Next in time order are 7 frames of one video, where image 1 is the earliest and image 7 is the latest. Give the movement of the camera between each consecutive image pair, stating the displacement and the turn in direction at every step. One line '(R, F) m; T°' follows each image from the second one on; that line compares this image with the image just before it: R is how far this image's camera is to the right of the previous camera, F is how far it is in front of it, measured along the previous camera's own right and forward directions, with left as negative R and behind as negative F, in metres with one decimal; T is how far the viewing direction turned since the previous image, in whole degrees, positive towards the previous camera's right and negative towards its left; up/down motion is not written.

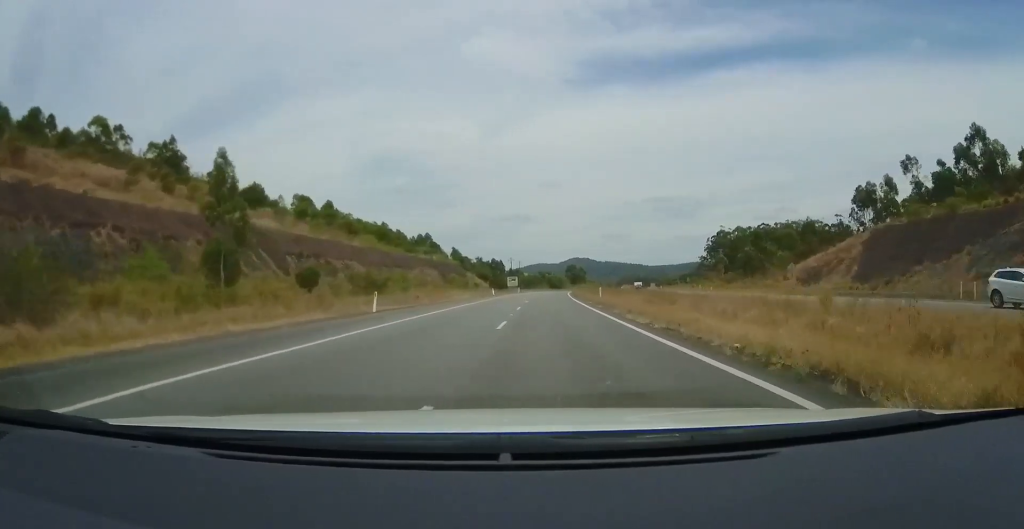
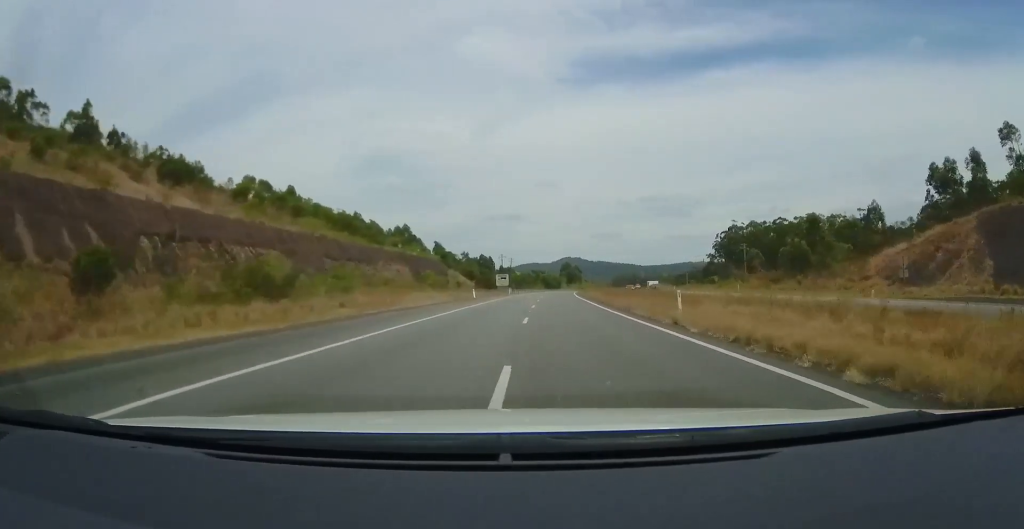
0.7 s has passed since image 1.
(-0.1, +21.5) m; 0°
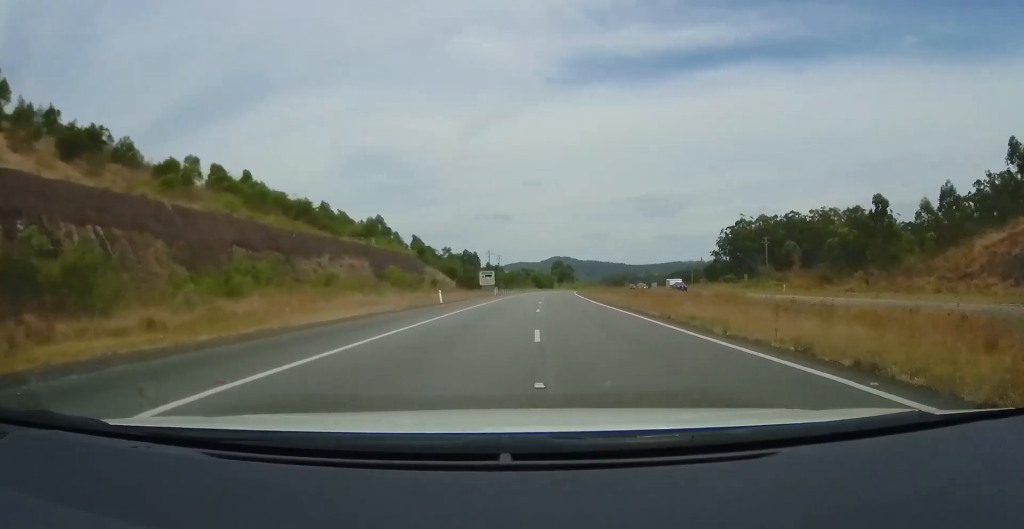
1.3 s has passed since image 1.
(-0.2, +17.9) m; 0°
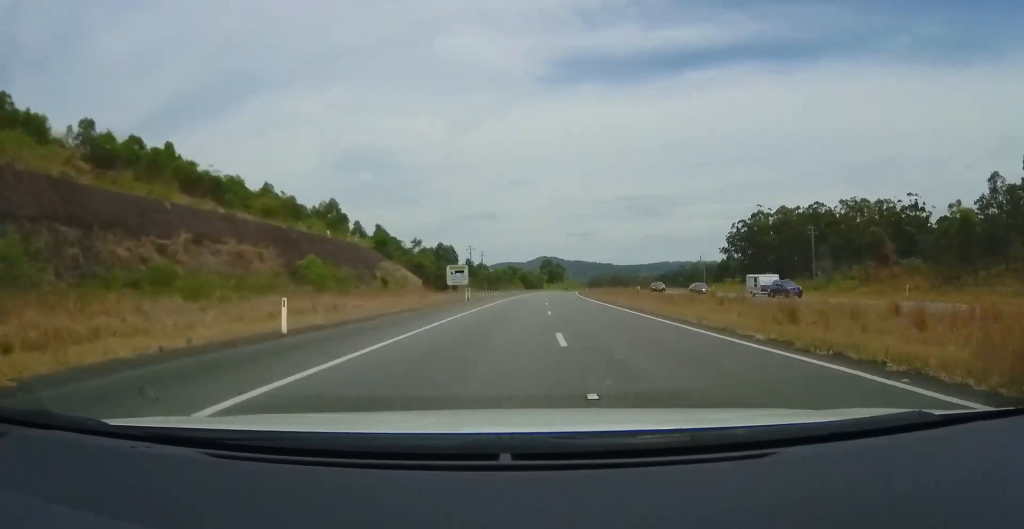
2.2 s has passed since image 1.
(+0.3, +25.1) m; +2°
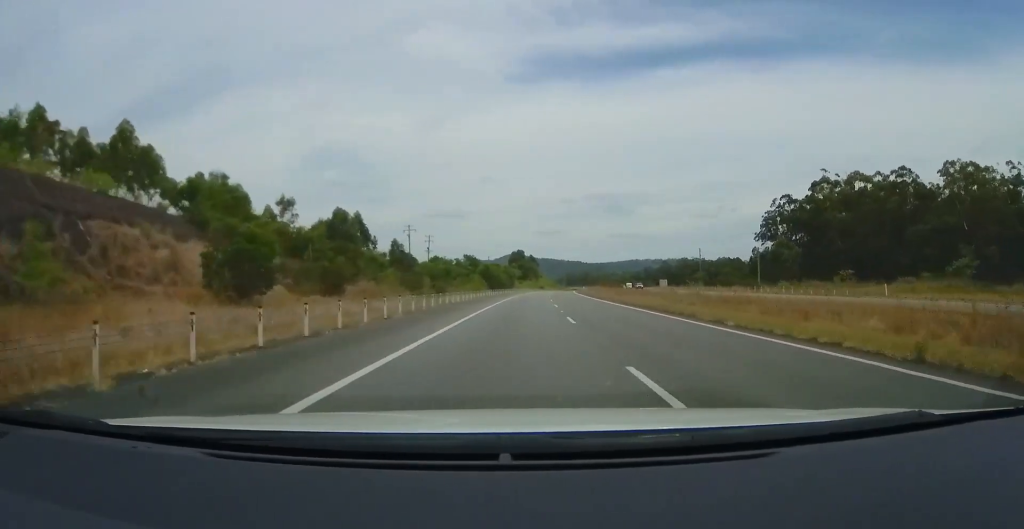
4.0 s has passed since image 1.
(+1.8, +54.7) m; +3°
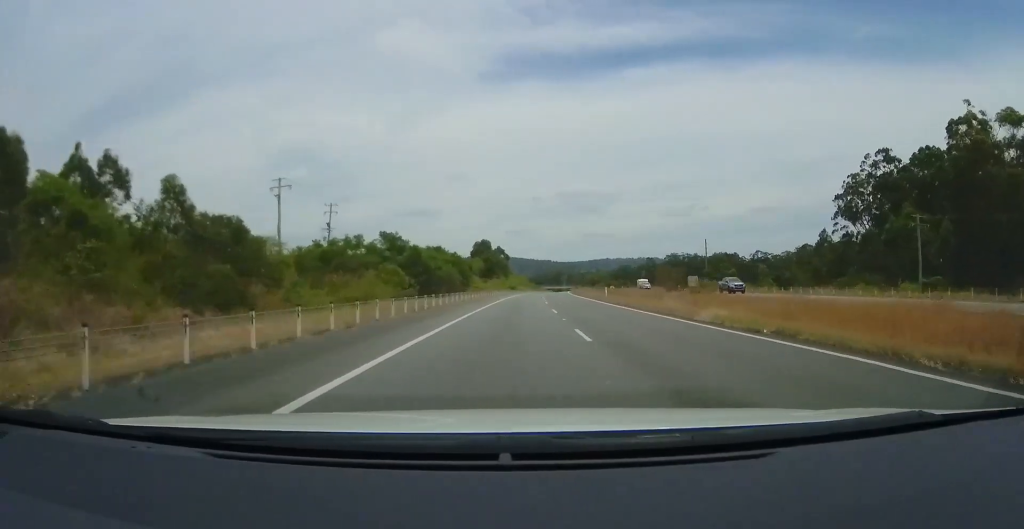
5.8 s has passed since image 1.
(+1.9, +53.4) m; +4°
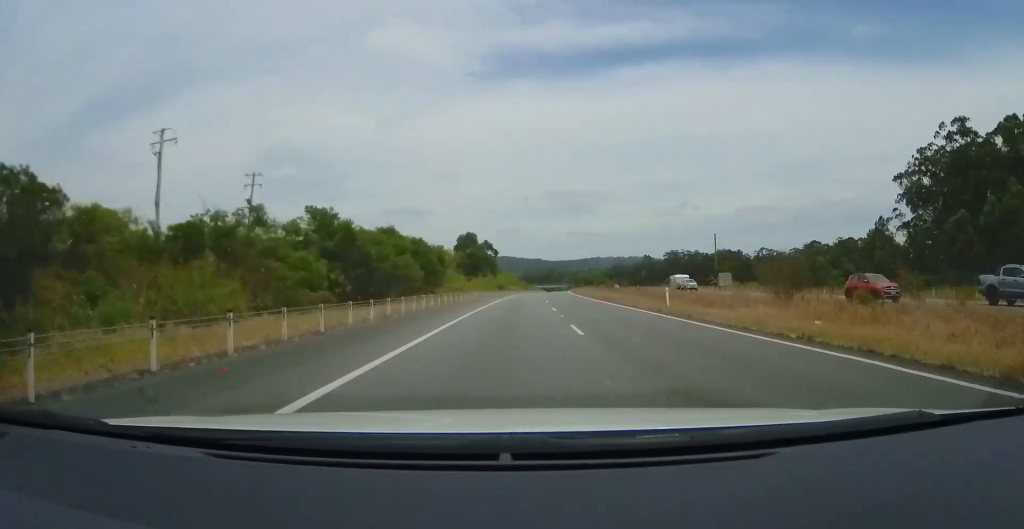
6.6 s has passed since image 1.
(+0.3, +22.6) m; +1°
